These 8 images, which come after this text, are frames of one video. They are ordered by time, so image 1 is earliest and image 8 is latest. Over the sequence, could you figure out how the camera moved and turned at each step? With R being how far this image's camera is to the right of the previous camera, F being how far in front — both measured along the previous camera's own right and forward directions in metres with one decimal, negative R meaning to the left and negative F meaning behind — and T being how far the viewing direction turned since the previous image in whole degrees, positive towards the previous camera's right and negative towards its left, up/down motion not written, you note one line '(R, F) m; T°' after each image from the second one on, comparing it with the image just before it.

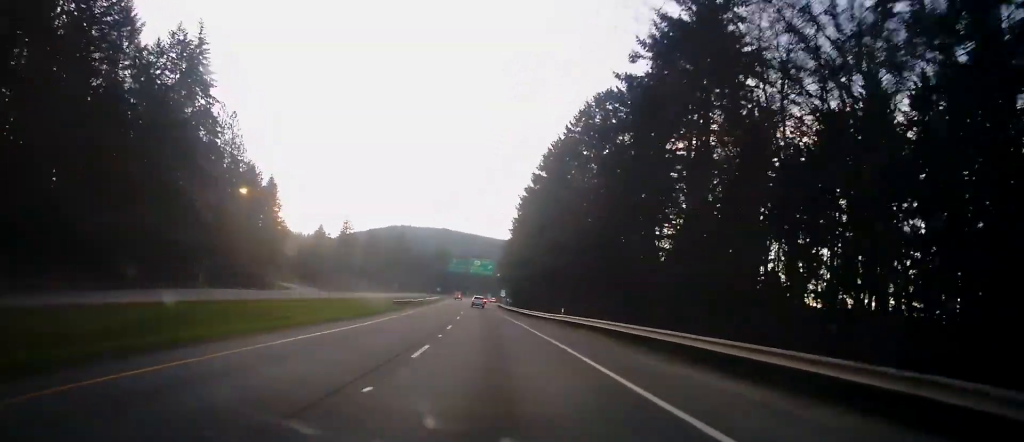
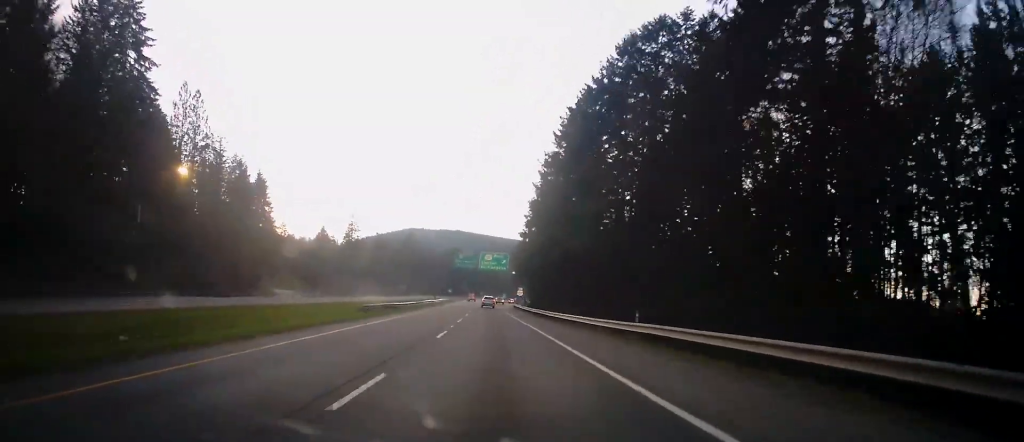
(-0.2, +18.3) m; -1°
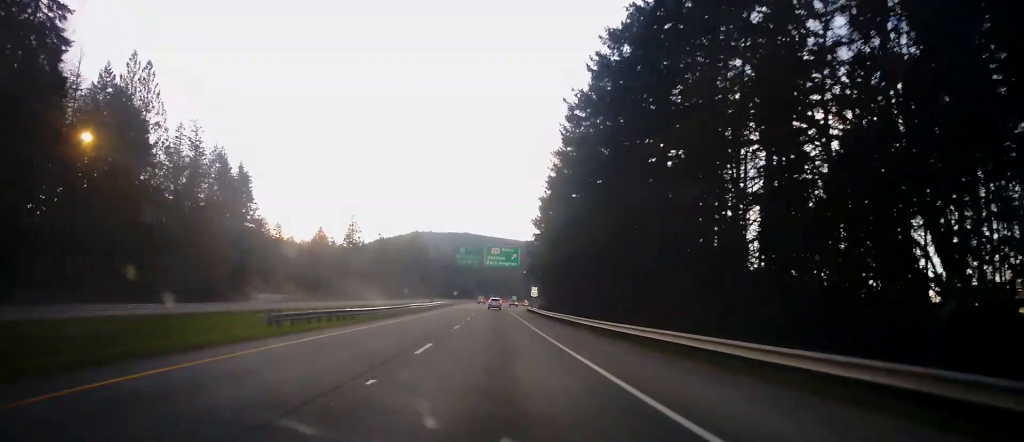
(-0.1, +17.6) m; -1°
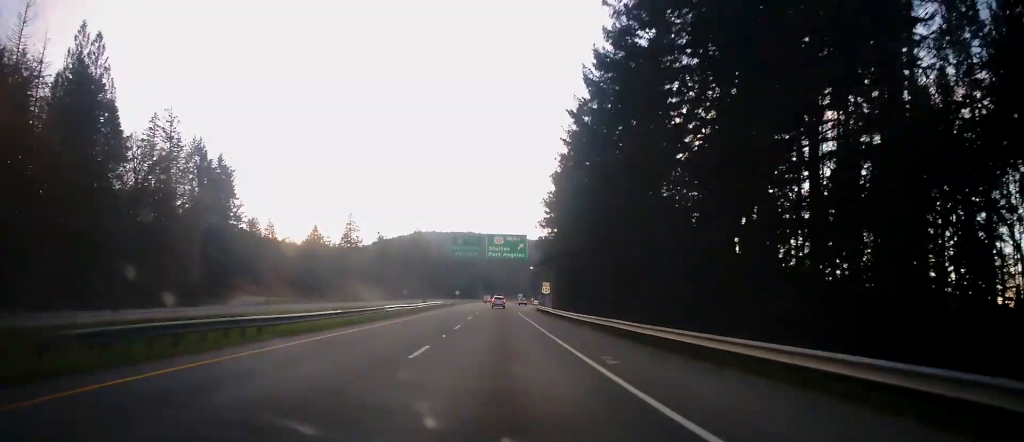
(-0.3, +14.3) m; -1°
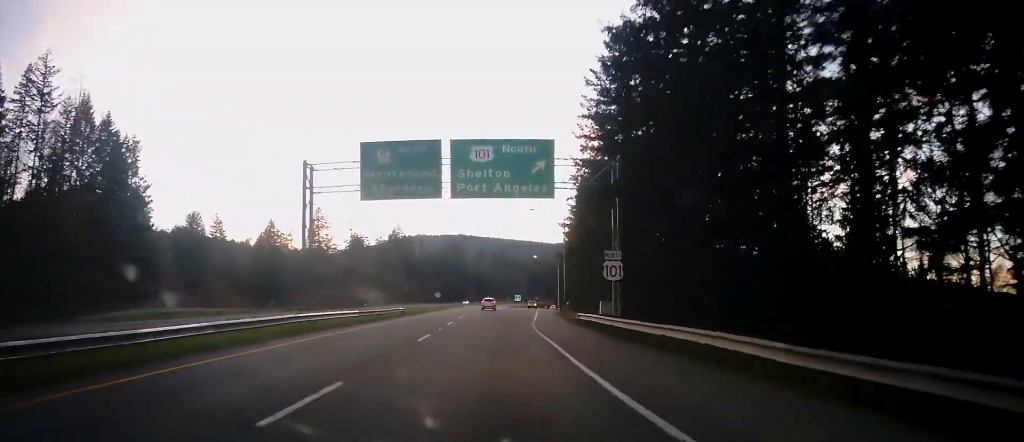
(-0.9, +43.7) m; -1°
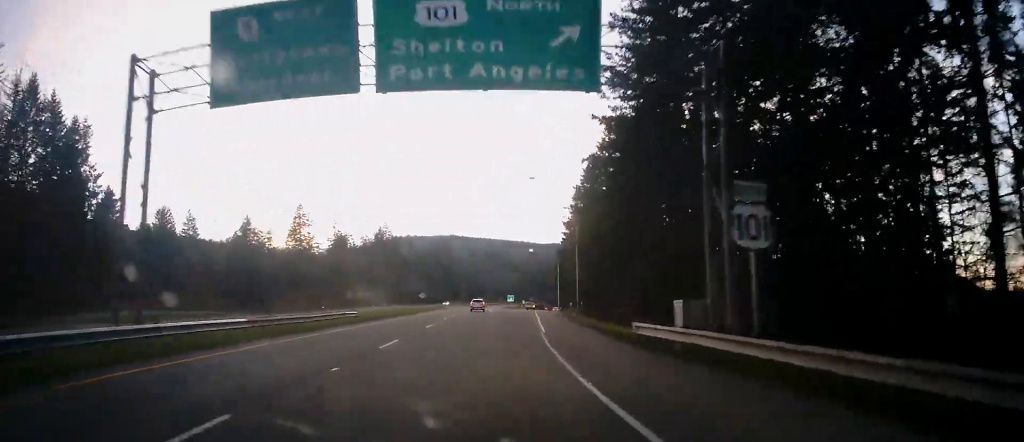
(0.0, +15.1) m; 0°
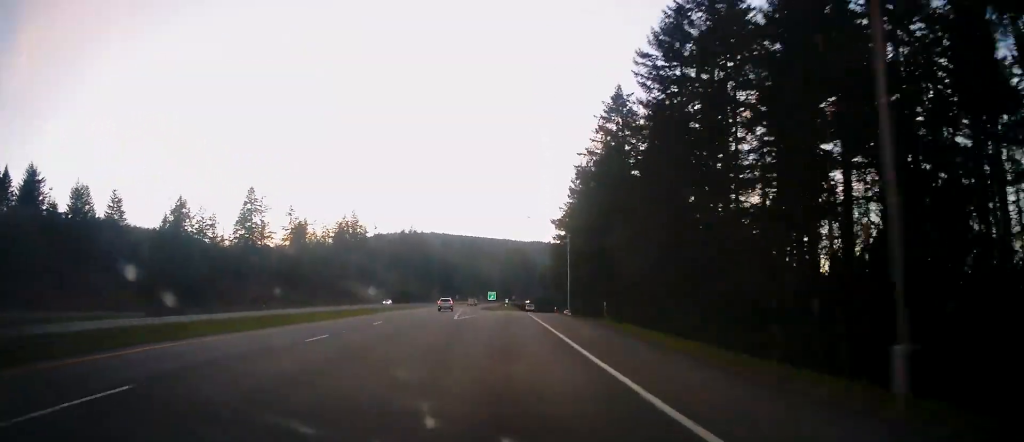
(+0.5, +36.1) m; +2°
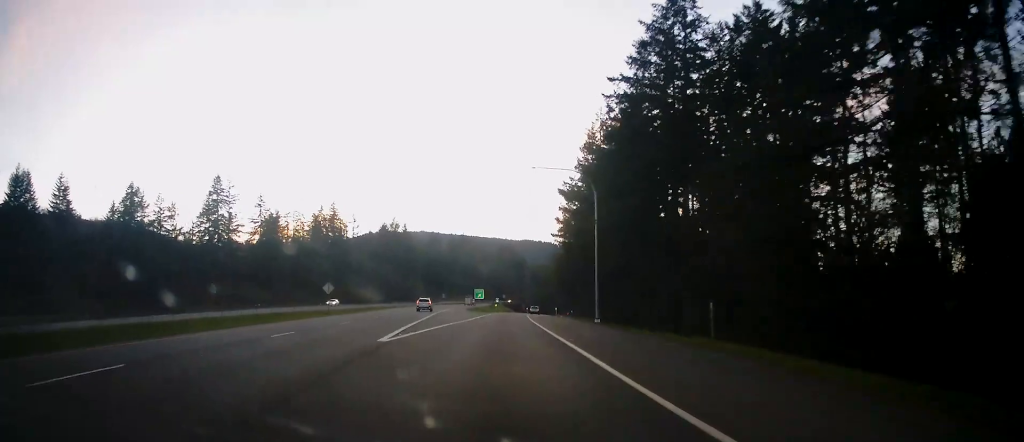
(+0.2, +22.4) m; +2°
